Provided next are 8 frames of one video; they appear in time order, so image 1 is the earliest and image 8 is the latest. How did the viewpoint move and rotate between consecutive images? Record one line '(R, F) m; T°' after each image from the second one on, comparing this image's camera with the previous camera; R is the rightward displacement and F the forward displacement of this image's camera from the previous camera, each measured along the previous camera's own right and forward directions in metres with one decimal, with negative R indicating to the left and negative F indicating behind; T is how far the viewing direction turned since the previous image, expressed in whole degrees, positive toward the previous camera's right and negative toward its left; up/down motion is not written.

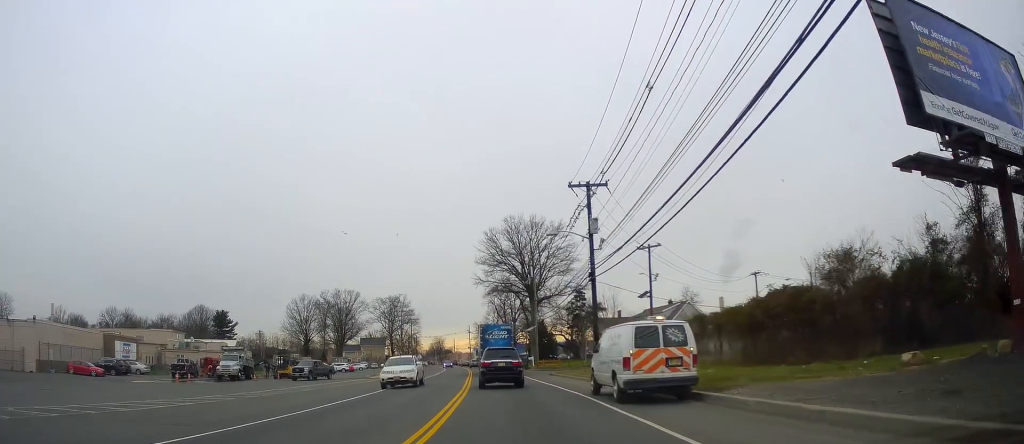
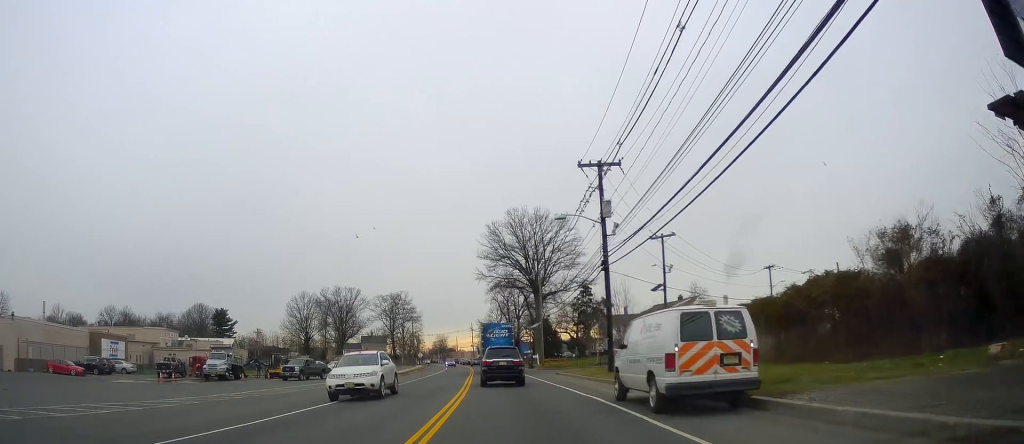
(-0.1, +3.5) m; -1°
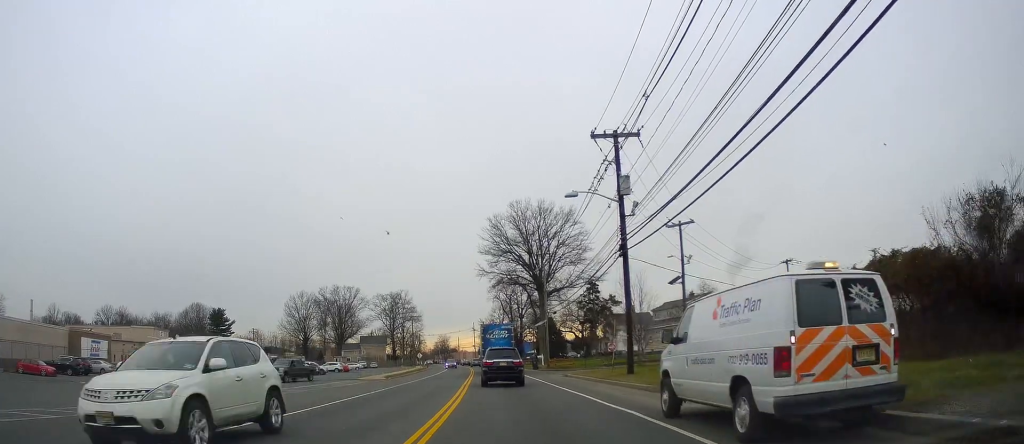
(0.0, +4.4) m; 0°
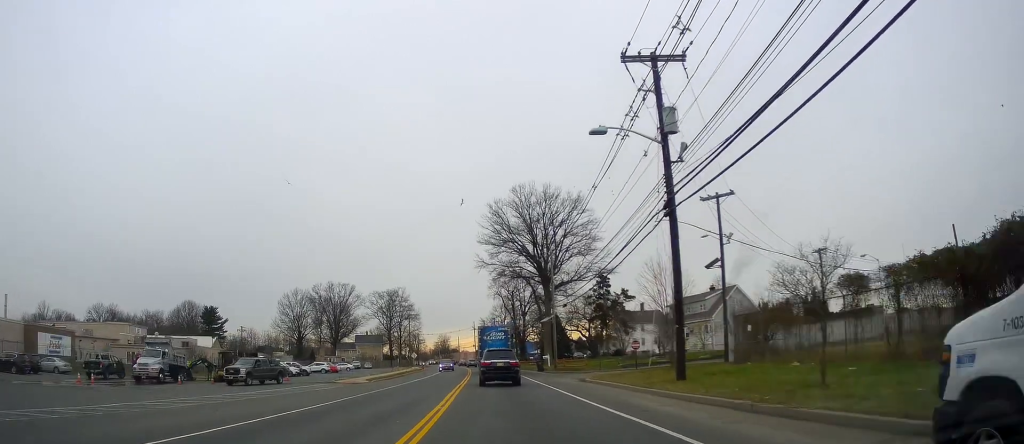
(0.0, +7.7) m; 0°
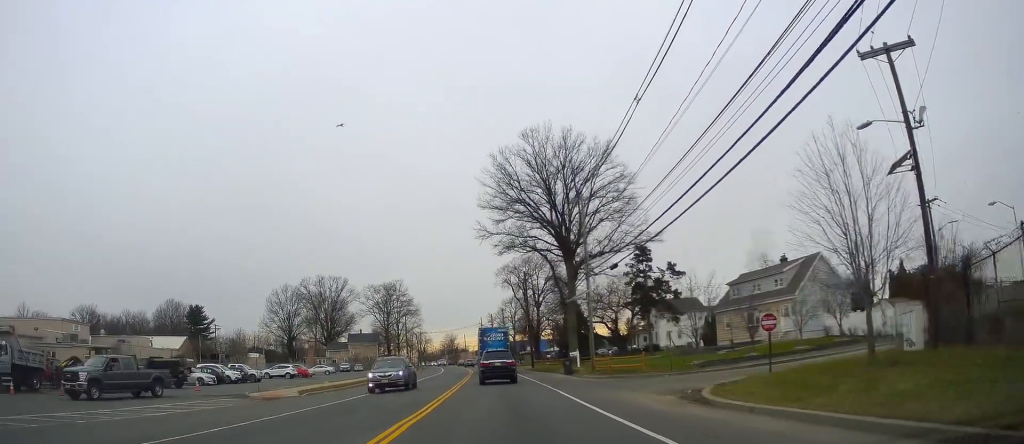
(0.0, +18.3) m; +1°
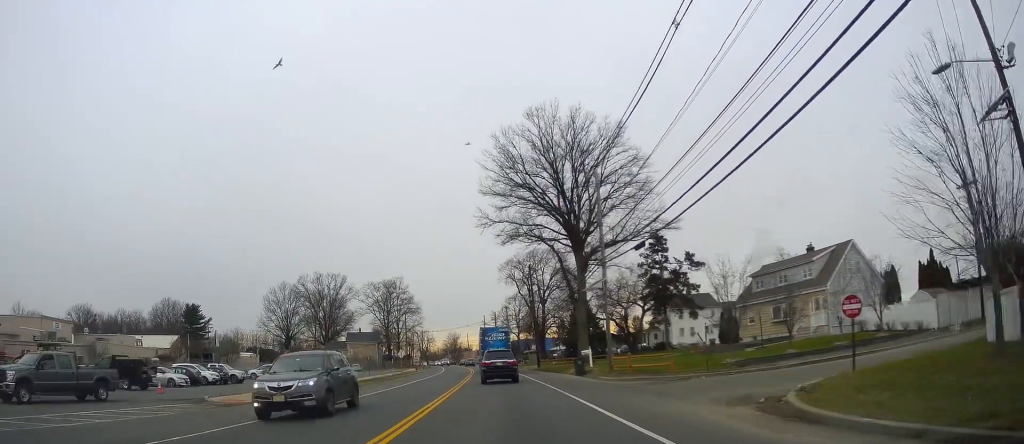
(-0.1, +4.9) m; +2°
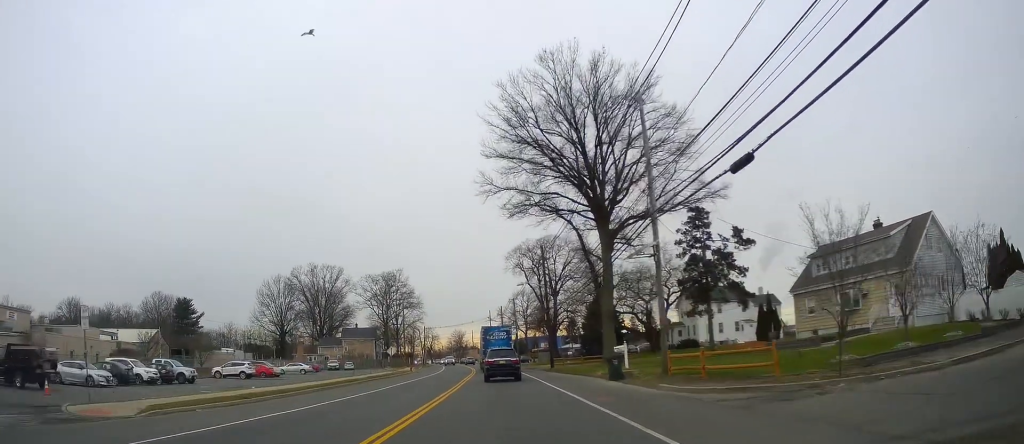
(+0.4, +10.1) m; +1°
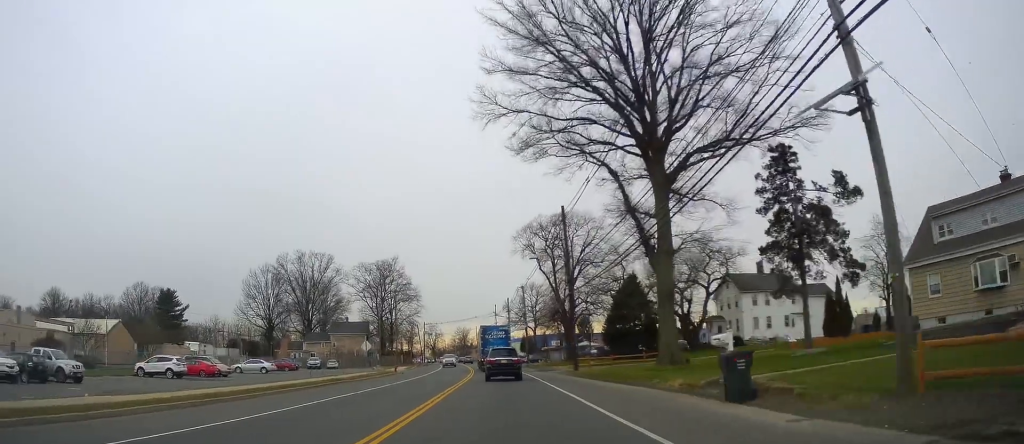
(-0.4, +14.1) m; -3°
